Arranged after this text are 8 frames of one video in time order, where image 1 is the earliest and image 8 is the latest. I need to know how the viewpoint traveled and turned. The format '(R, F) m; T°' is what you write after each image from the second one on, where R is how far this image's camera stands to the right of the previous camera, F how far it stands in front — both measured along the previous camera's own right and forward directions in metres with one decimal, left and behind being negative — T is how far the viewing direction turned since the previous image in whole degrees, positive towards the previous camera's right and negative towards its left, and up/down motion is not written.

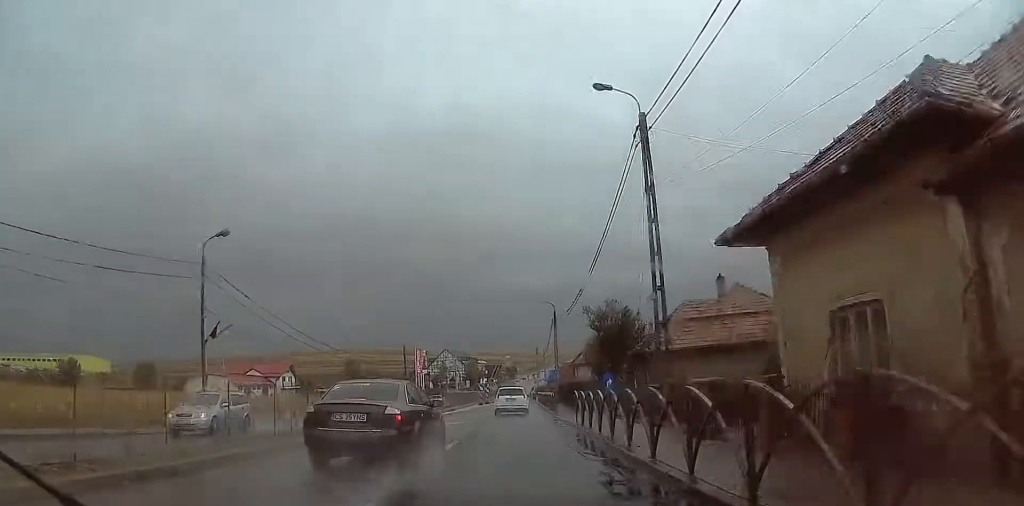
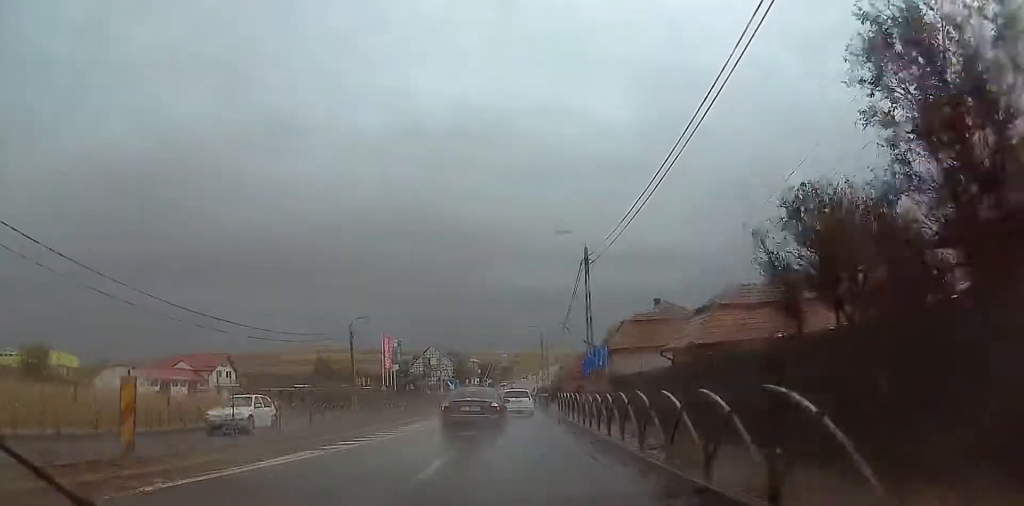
(-0.3, +29.8) m; 0°
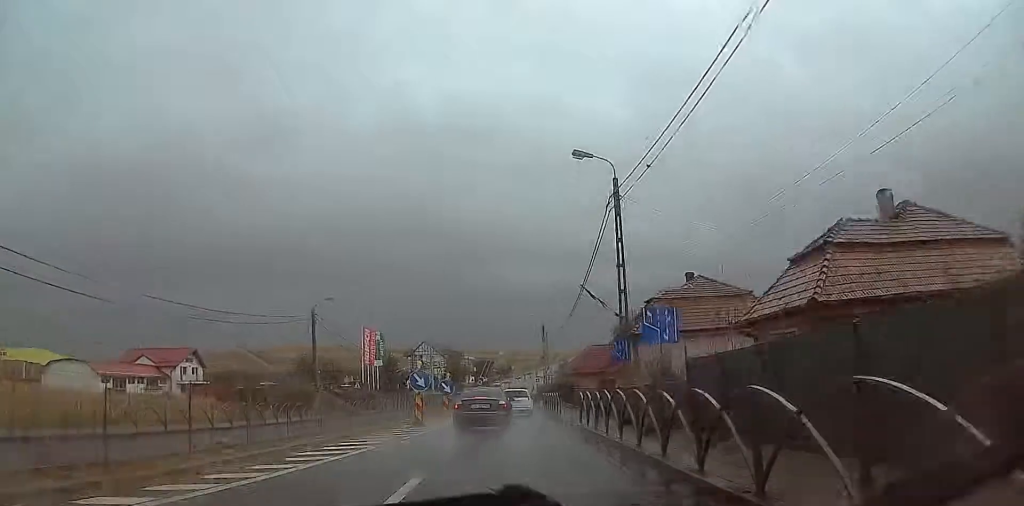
(0.0, +11.5) m; 0°
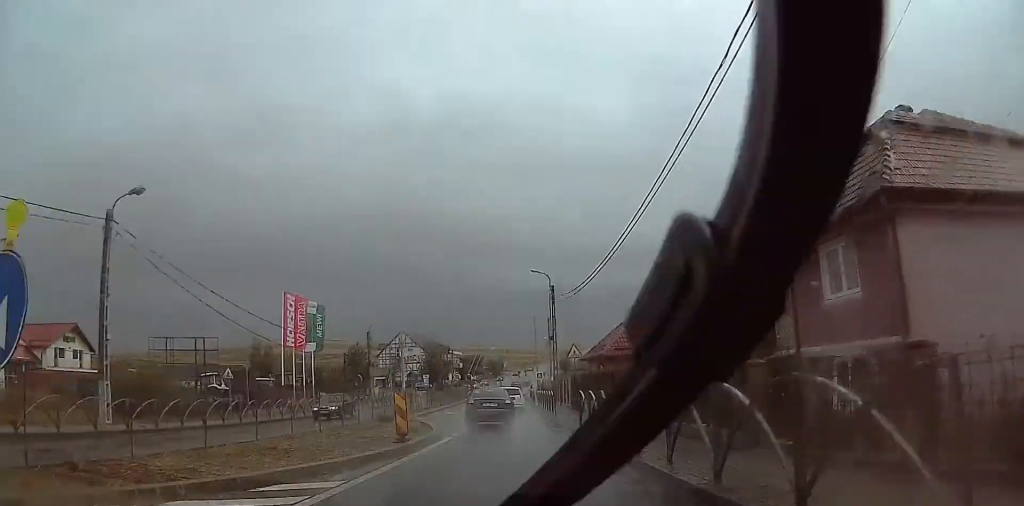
(0.0, +28.2) m; 0°
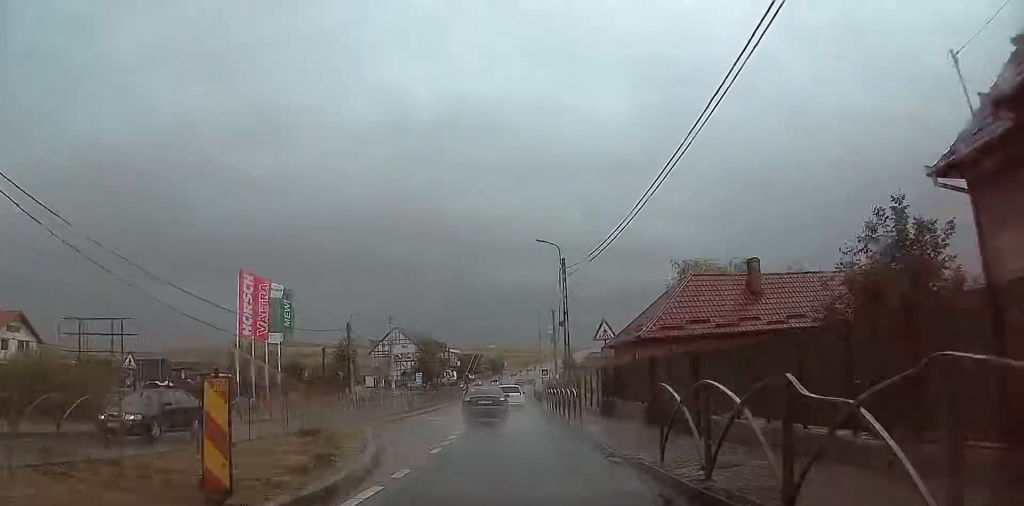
(0.0, +10.1) m; 0°
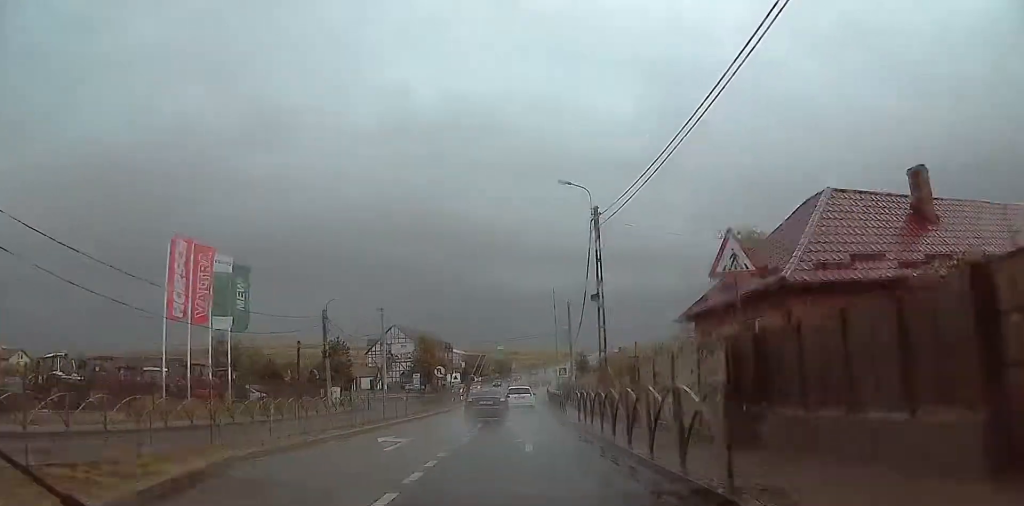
(0.0, +12.1) m; 0°
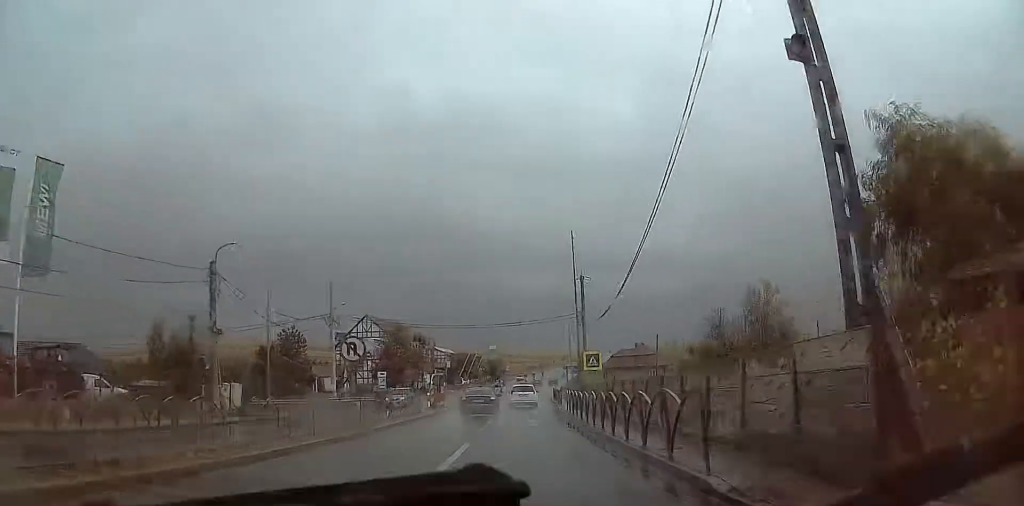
(+0.3, +21.9) m; +4°
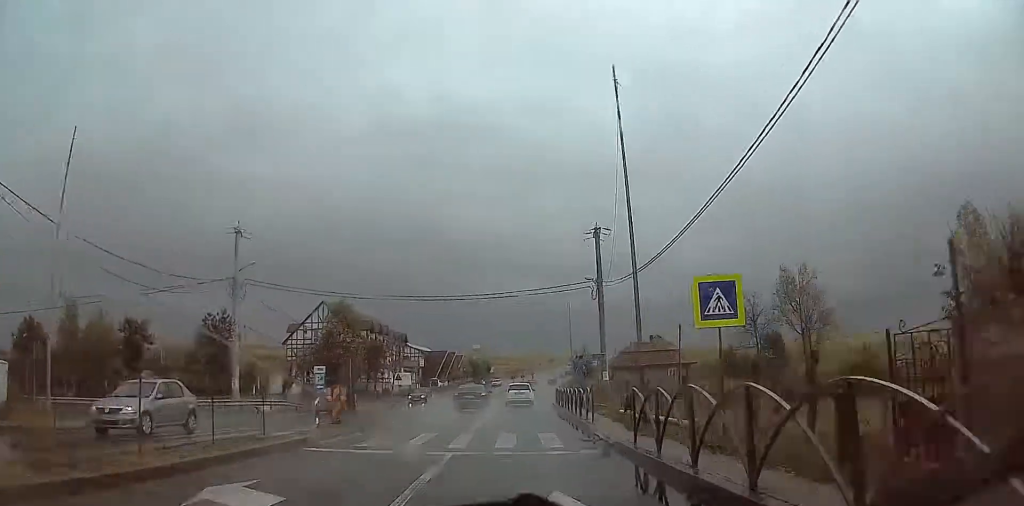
(+1.2, +20.3) m; -1°
